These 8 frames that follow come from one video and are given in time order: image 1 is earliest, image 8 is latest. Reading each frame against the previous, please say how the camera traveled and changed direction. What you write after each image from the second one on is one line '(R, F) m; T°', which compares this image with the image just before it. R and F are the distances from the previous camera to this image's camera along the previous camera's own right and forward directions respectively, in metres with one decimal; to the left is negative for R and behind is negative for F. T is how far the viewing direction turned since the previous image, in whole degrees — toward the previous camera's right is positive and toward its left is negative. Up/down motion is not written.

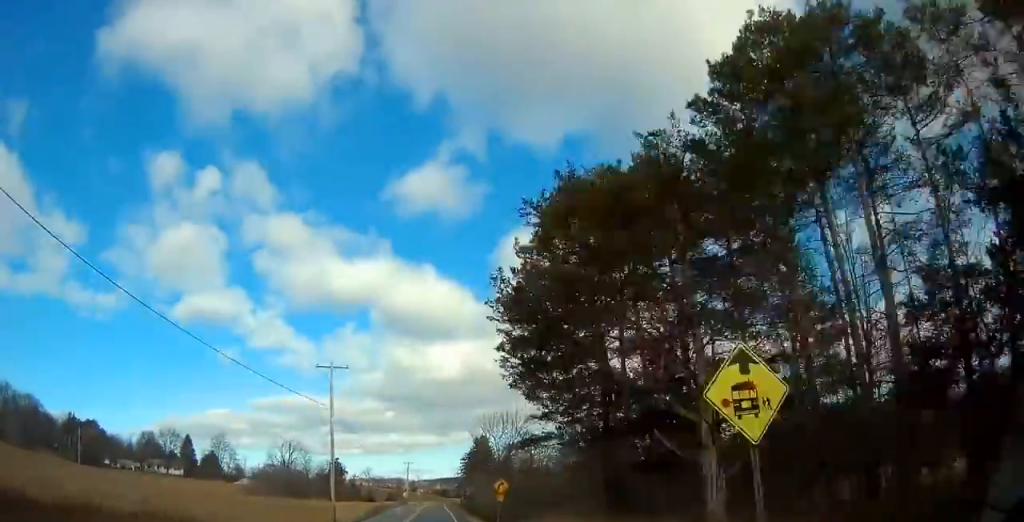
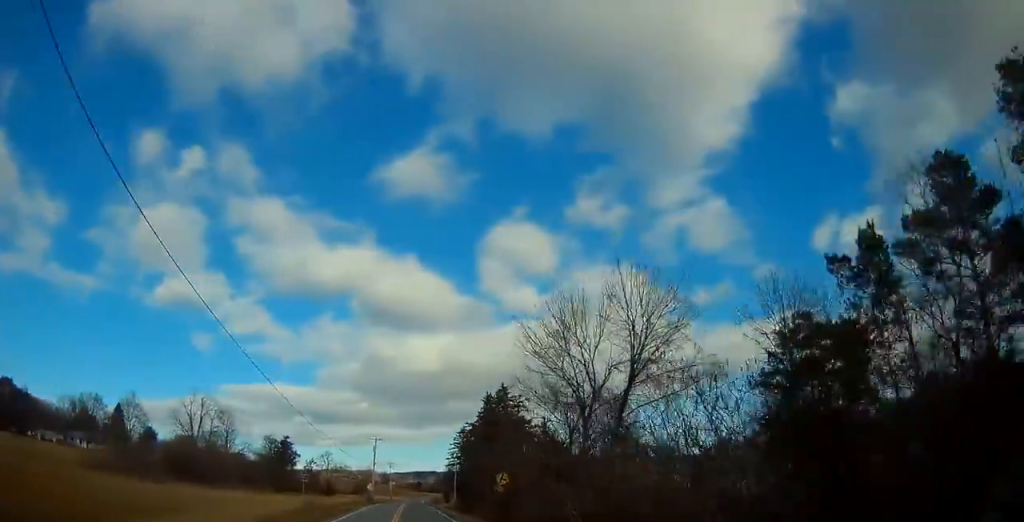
(+1.1, +42.9) m; +3°
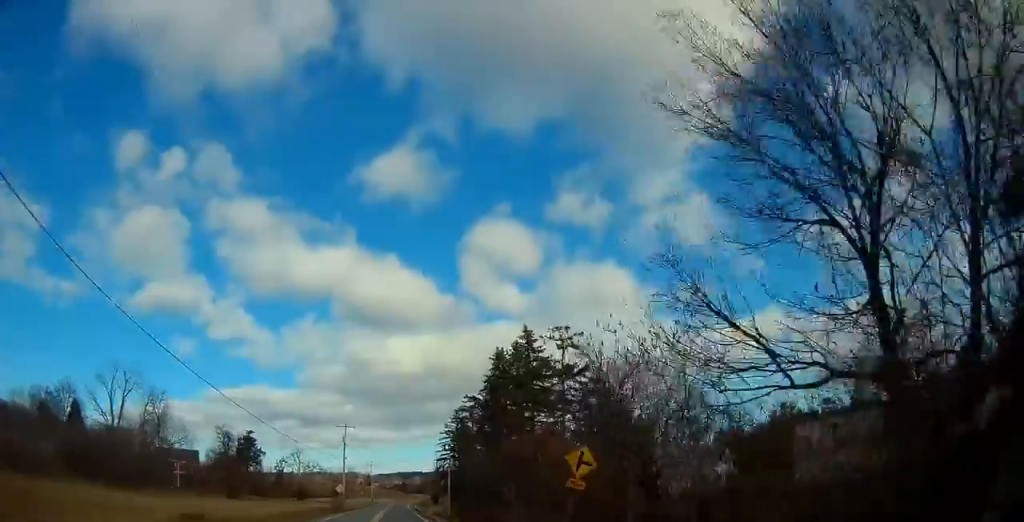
(0.0, +20.5) m; +1°
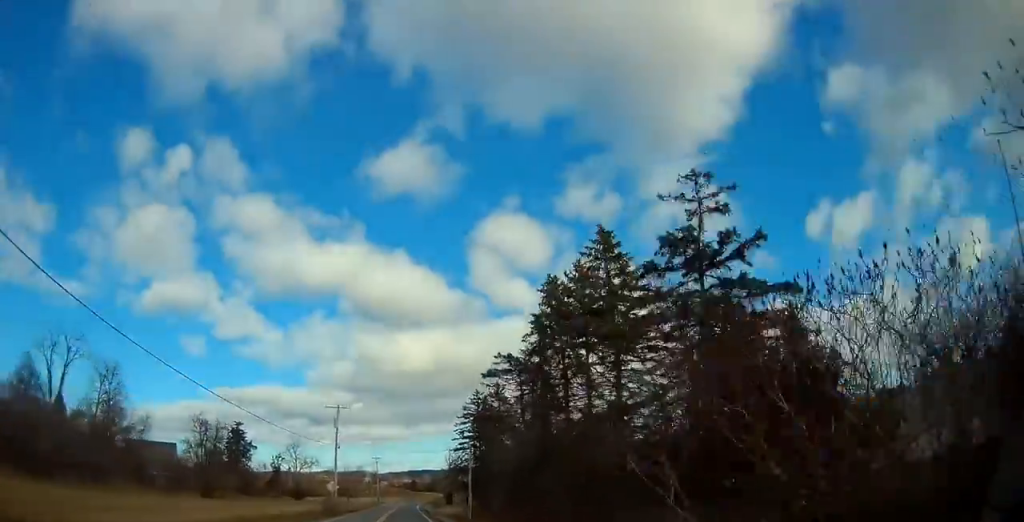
(+0.3, +14.9) m; 0°
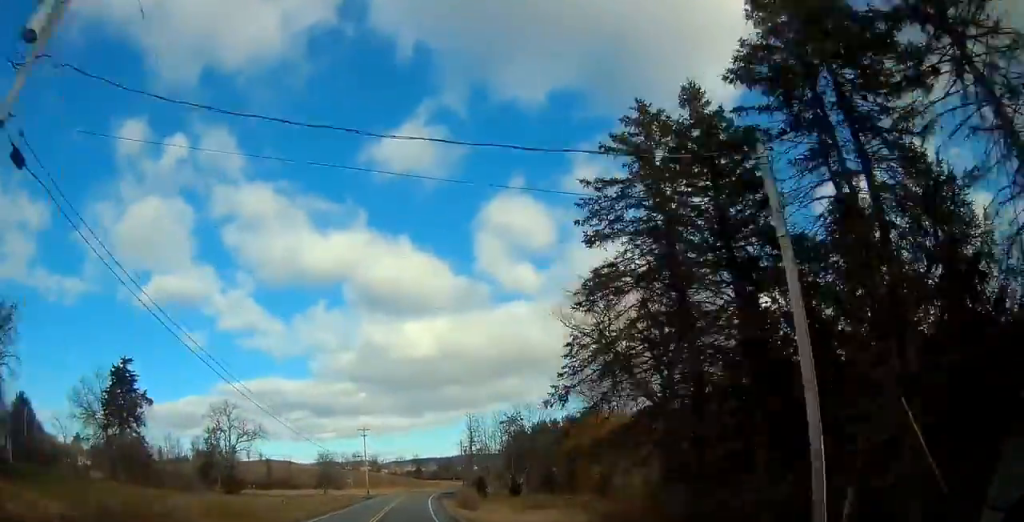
(+0.3, +48.5) m; 0°
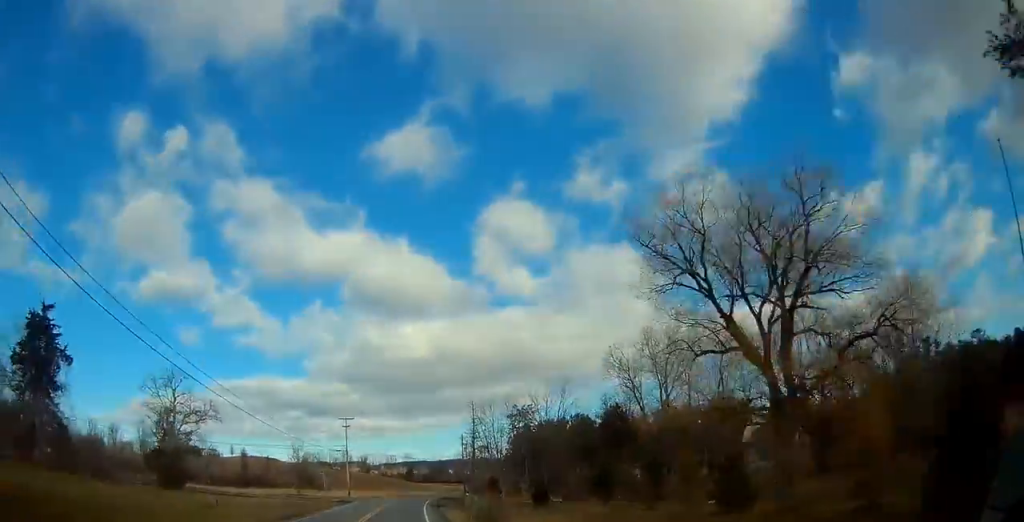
(0.0, +17.0) m; 0°
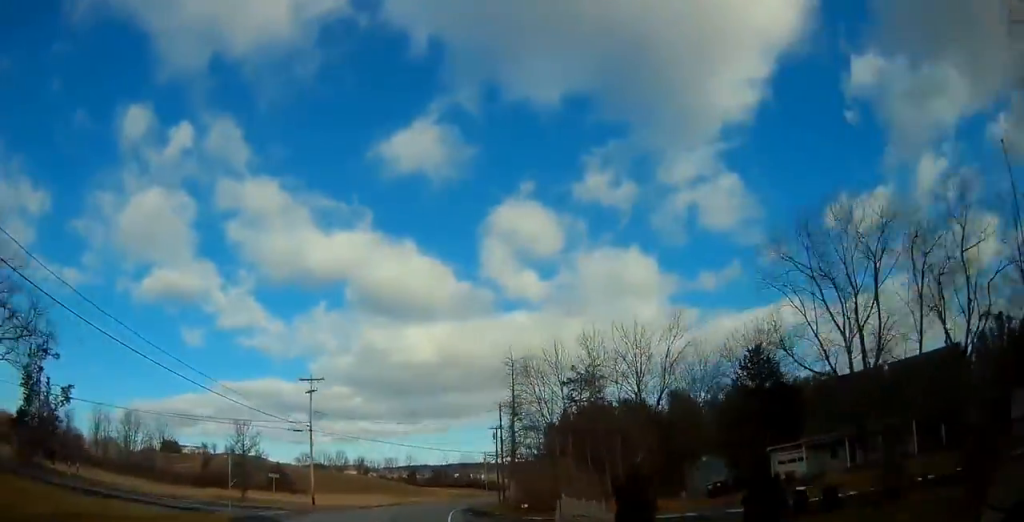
(-0.3, +32.6) m; 0°
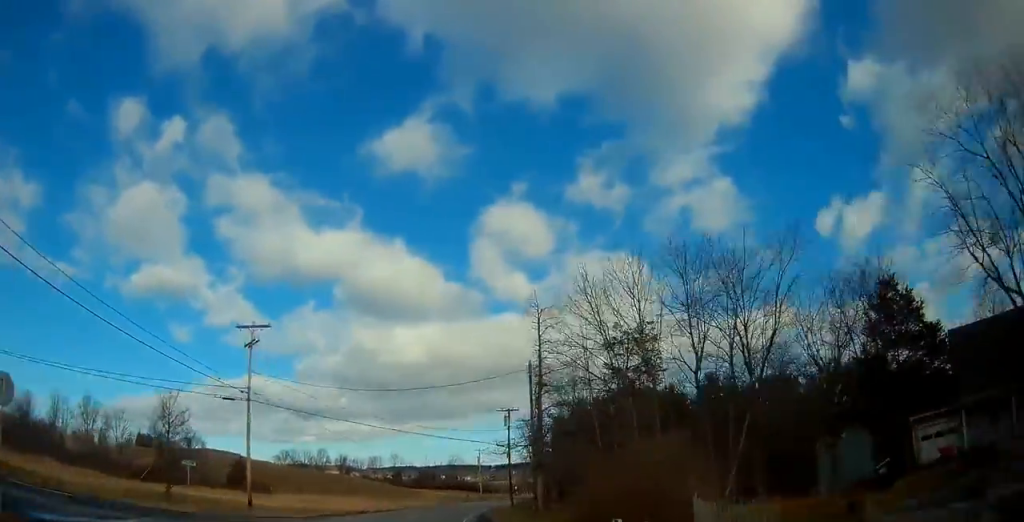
(0.0, +17.2) m; +1°
